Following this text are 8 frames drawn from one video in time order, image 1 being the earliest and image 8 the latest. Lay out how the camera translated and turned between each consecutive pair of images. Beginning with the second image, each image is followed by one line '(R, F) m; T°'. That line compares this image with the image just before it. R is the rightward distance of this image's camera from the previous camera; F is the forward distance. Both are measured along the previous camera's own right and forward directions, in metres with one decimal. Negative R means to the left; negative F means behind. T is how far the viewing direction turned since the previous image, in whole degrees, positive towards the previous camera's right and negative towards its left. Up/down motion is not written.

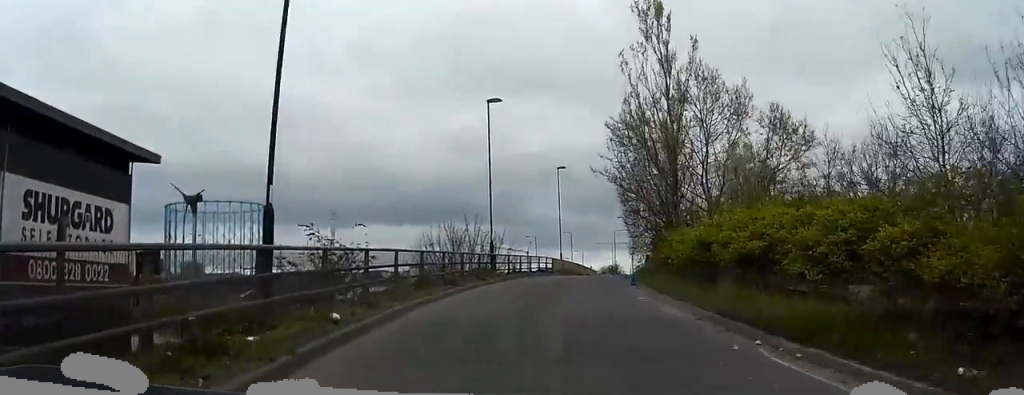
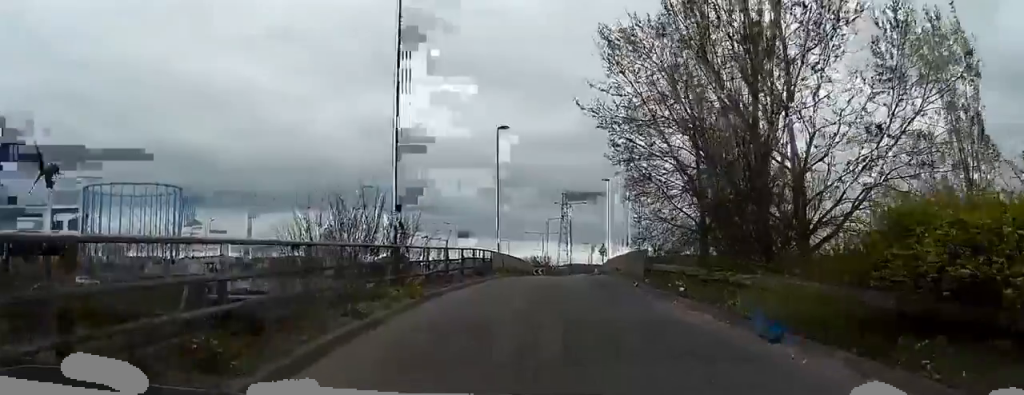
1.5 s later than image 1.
(+1.0, +16.4) m; +7°
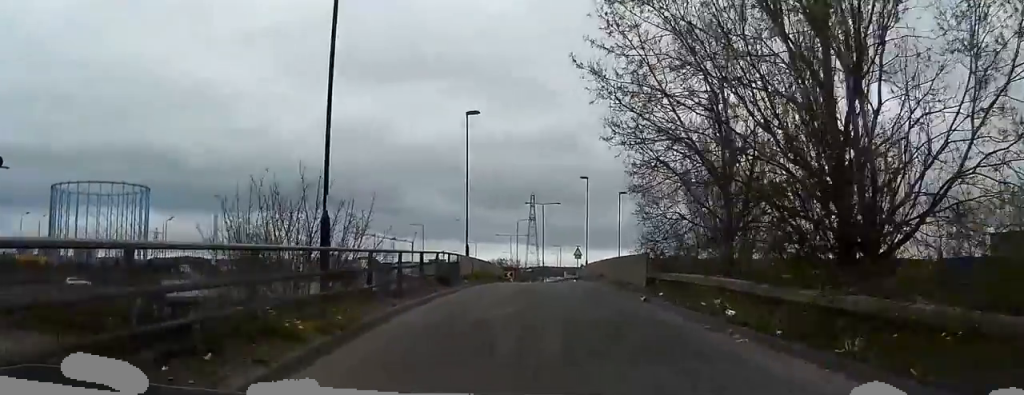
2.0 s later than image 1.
(+0.2, +5.0) m; +2°
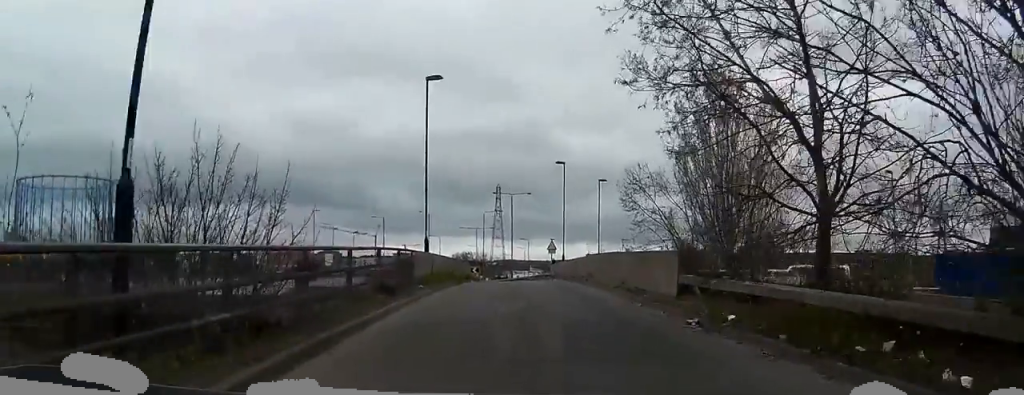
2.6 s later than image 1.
(+0.1, +6.9) m; +1°
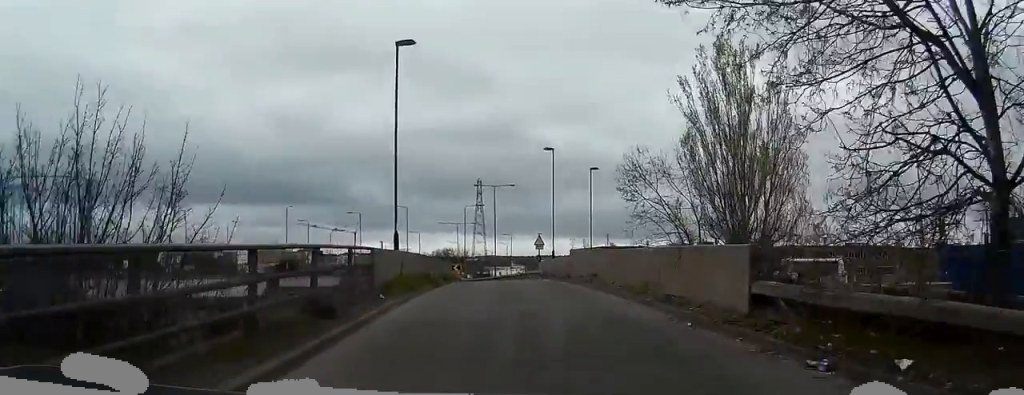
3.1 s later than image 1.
(0.0, +5.1) m; 0°
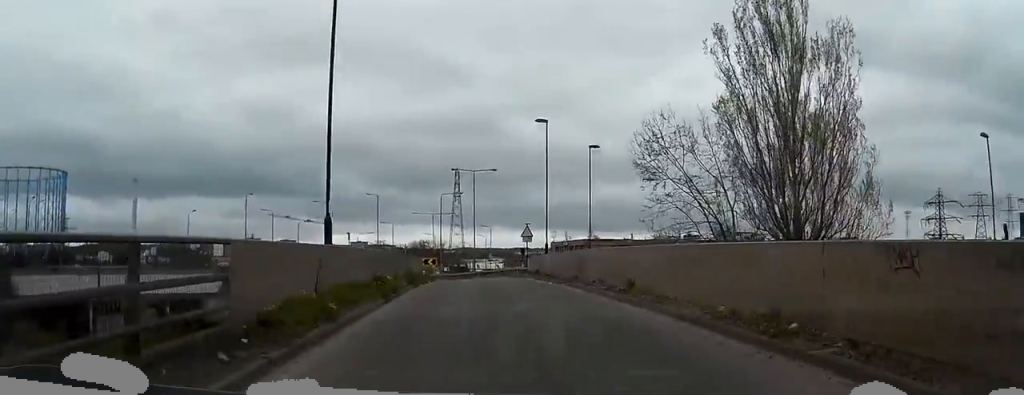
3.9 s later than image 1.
(+0.1, +9.0) m; +1°
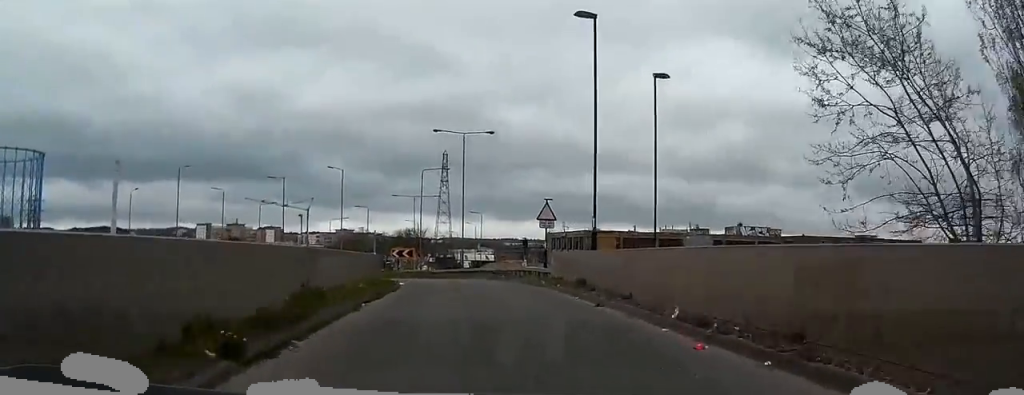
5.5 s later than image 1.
(+0.3, +18.4) m; +1°
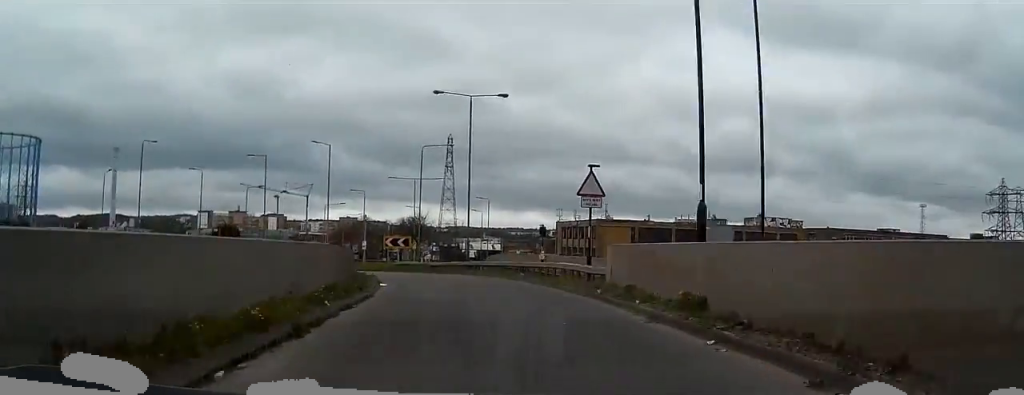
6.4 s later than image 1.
(0.0, +9.8) m; -1°
